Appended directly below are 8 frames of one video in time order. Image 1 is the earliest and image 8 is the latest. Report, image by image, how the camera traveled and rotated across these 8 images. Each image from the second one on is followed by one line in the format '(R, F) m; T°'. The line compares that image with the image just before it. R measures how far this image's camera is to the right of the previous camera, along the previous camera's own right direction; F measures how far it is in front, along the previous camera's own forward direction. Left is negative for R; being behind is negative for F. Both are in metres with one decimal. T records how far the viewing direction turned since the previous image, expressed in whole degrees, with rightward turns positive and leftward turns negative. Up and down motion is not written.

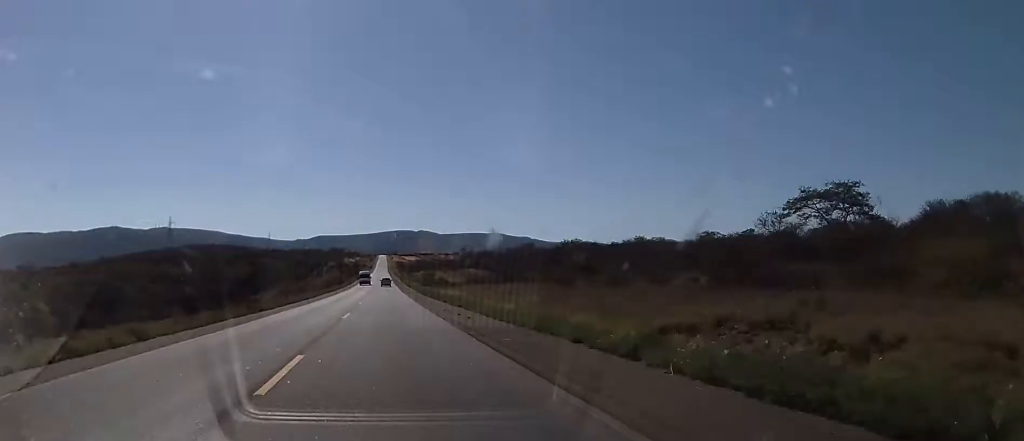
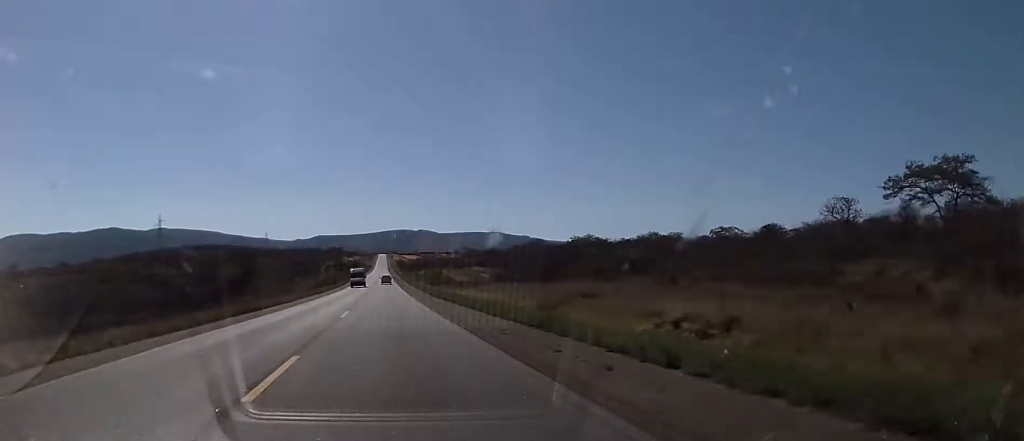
(+0.2, +16.4) m; 0°
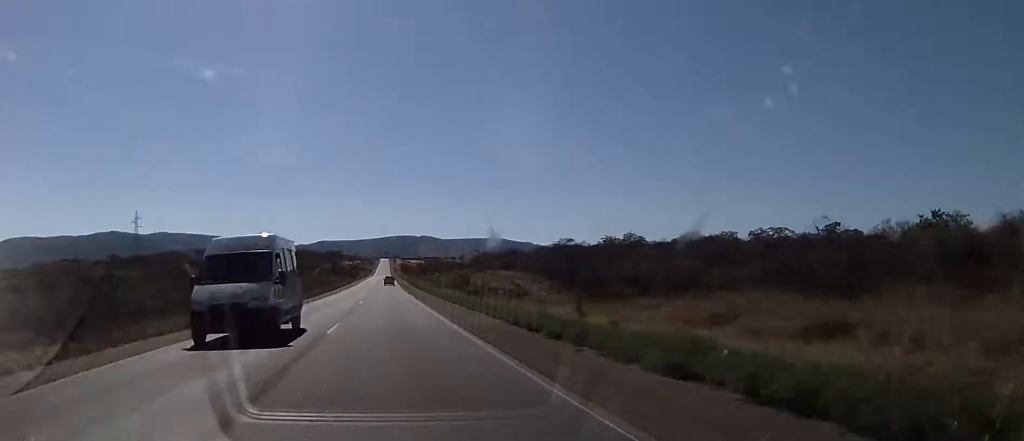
(-0.2, +37.7) m; -1°
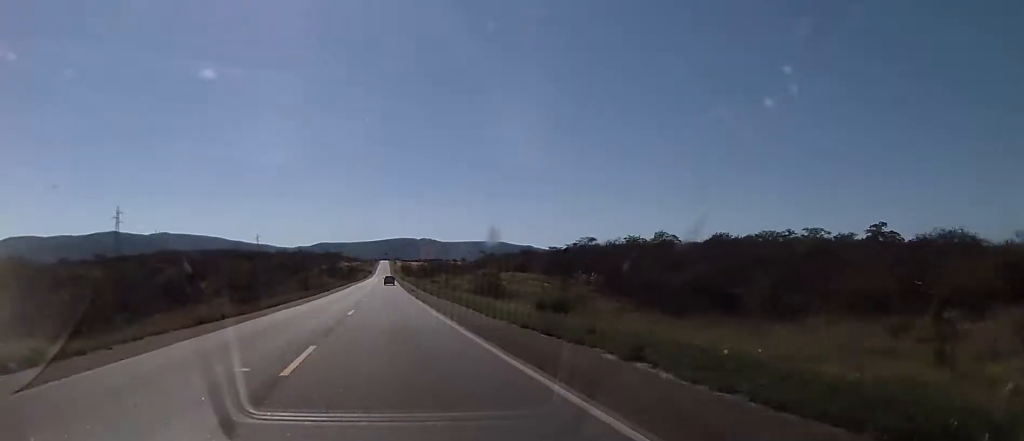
(+0.1, +23.3) m; +1°
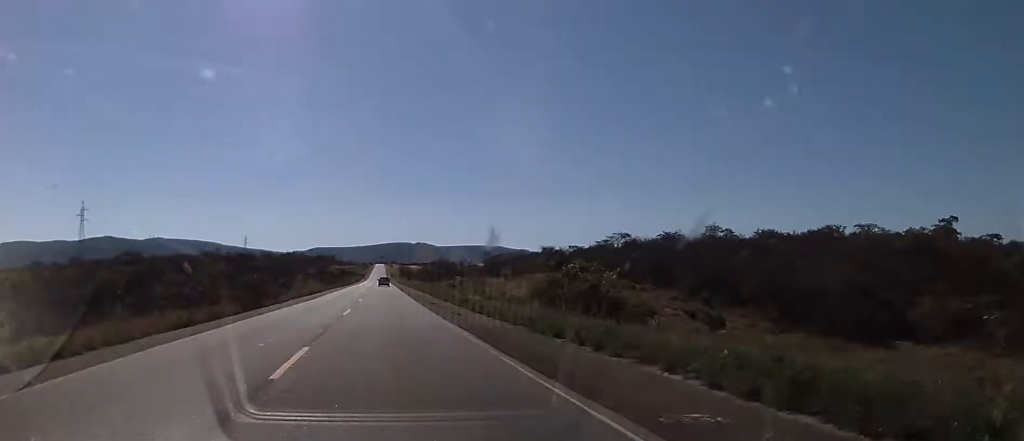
(+0.5, +31.8) m; +1°
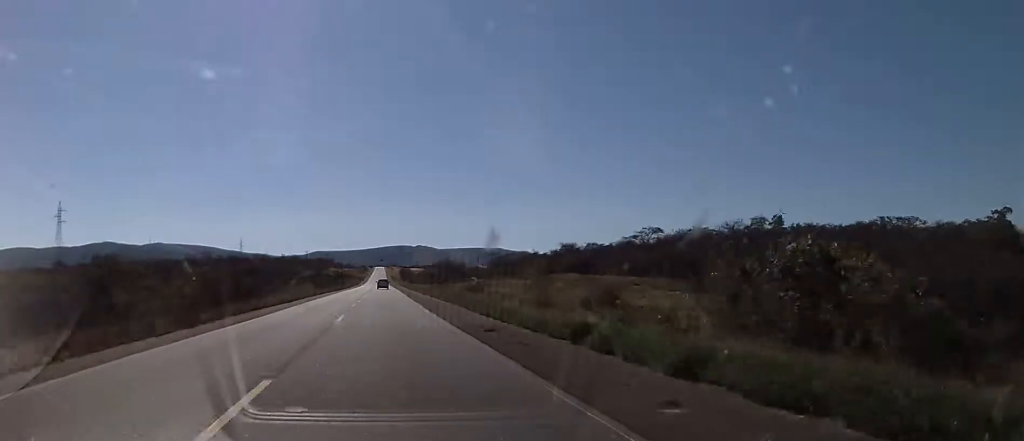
(-0.1, +19.7) m; 0°
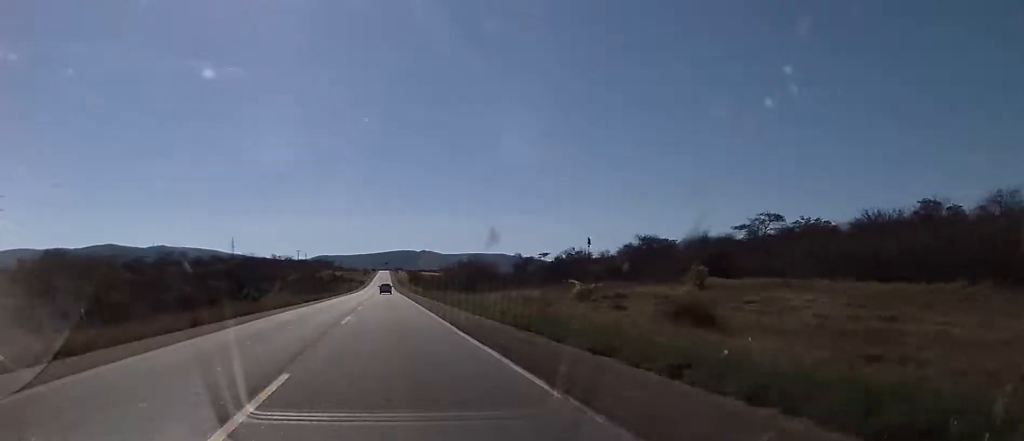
(+0.2, +46.5) m; +1°
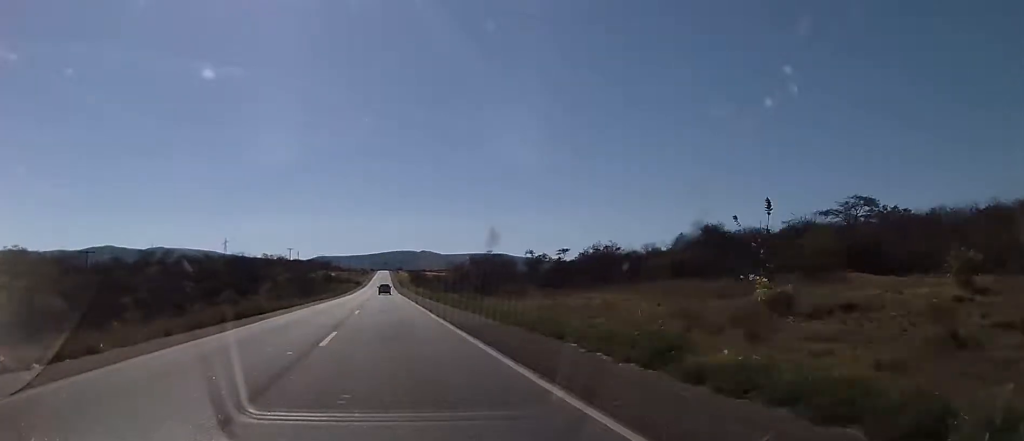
(+0.1, +23.3) m; -1°
